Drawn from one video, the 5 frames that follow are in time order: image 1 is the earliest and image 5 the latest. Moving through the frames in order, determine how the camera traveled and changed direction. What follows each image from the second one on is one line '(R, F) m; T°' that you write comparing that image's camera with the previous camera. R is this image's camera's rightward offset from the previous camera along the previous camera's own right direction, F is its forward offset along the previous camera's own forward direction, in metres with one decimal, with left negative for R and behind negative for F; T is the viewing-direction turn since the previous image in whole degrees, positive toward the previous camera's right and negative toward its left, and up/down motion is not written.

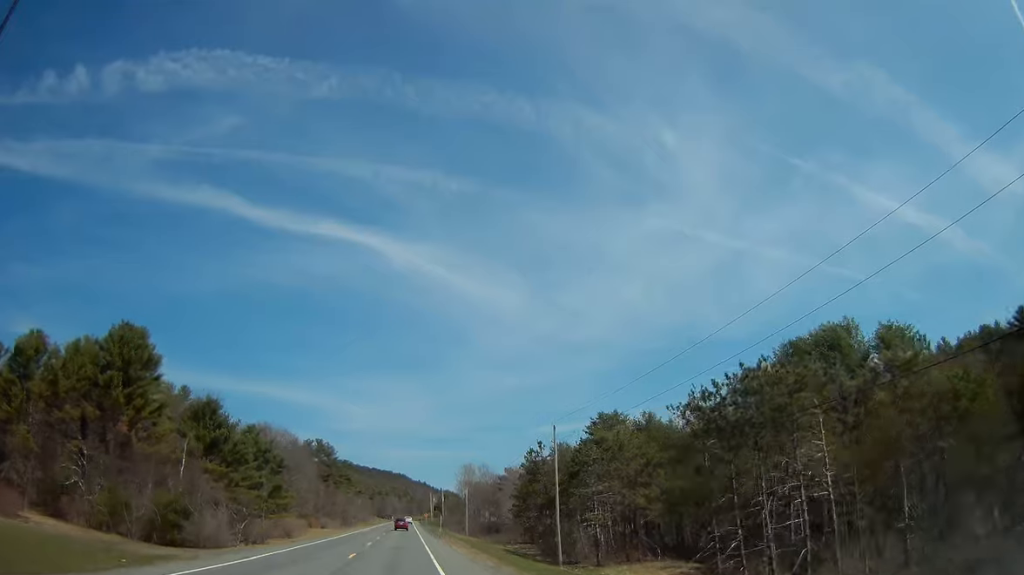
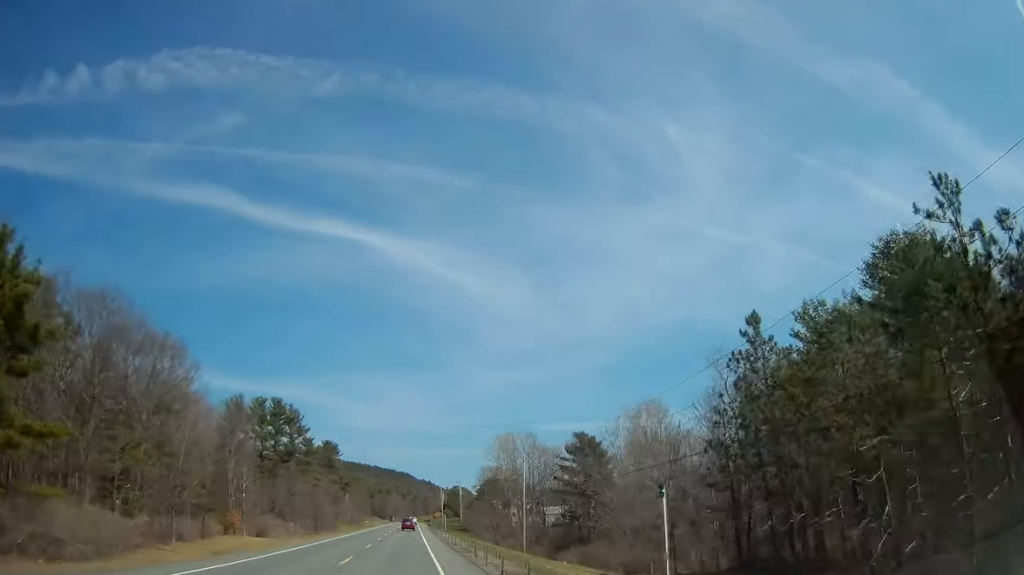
(-0.2, +55.0) m; 0°
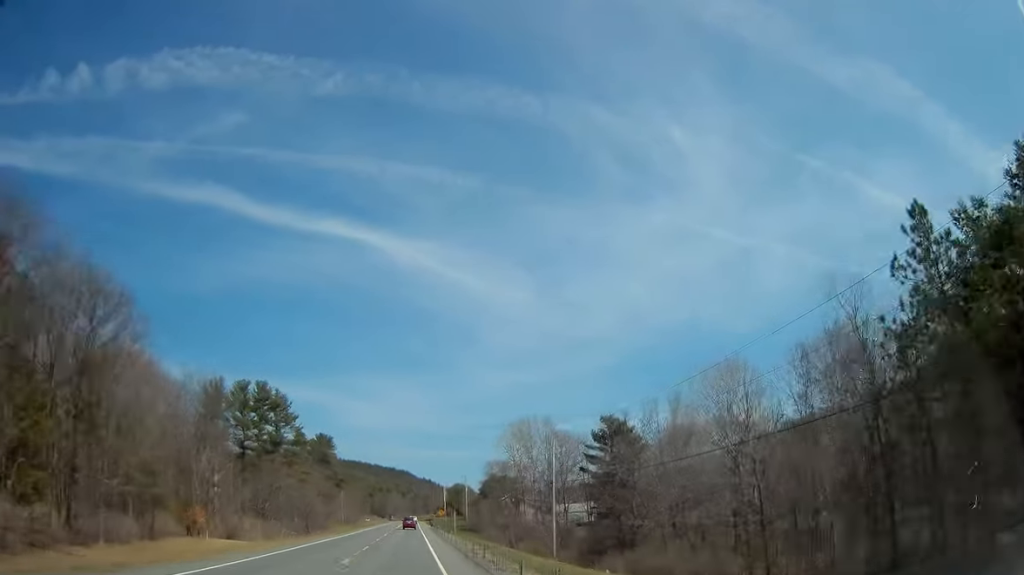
(0.0, +11.9) m; 0°
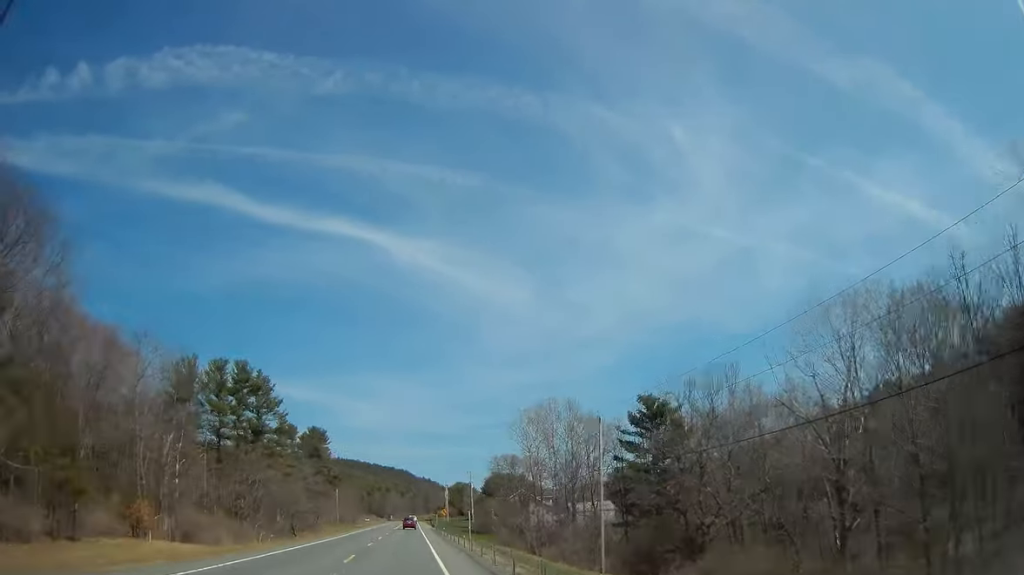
(0.0, +11.8) m; 0°
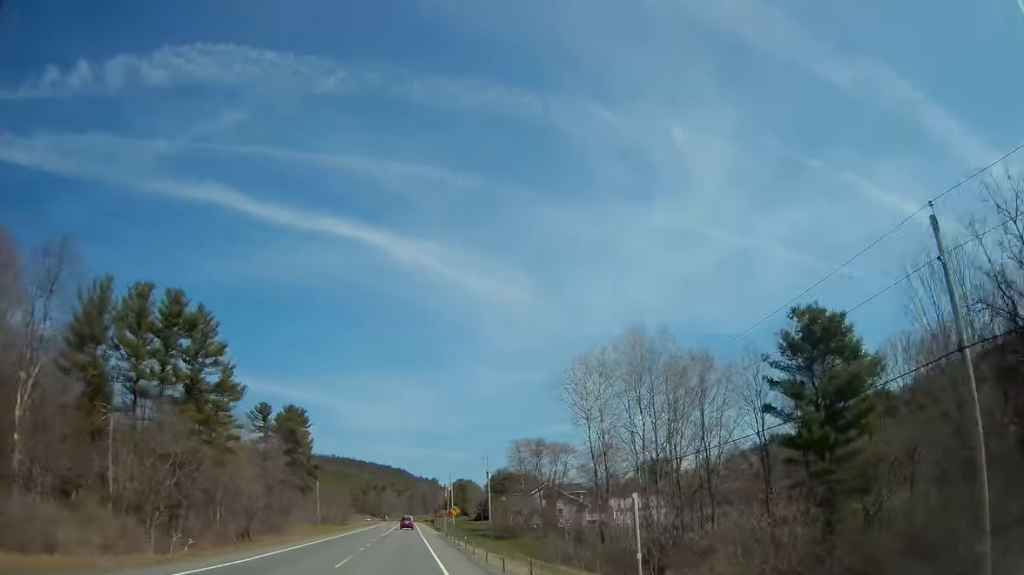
(0.0, +25.9) m; 0°
